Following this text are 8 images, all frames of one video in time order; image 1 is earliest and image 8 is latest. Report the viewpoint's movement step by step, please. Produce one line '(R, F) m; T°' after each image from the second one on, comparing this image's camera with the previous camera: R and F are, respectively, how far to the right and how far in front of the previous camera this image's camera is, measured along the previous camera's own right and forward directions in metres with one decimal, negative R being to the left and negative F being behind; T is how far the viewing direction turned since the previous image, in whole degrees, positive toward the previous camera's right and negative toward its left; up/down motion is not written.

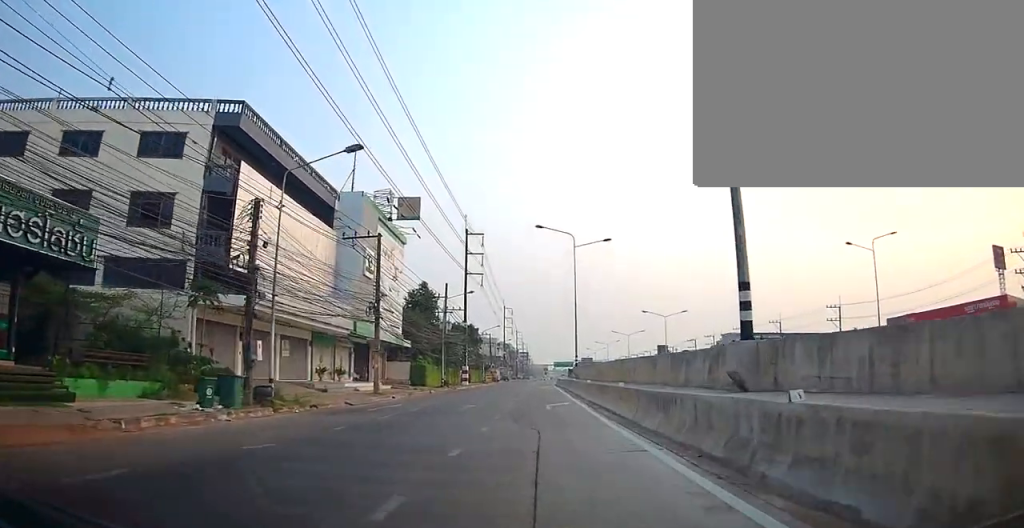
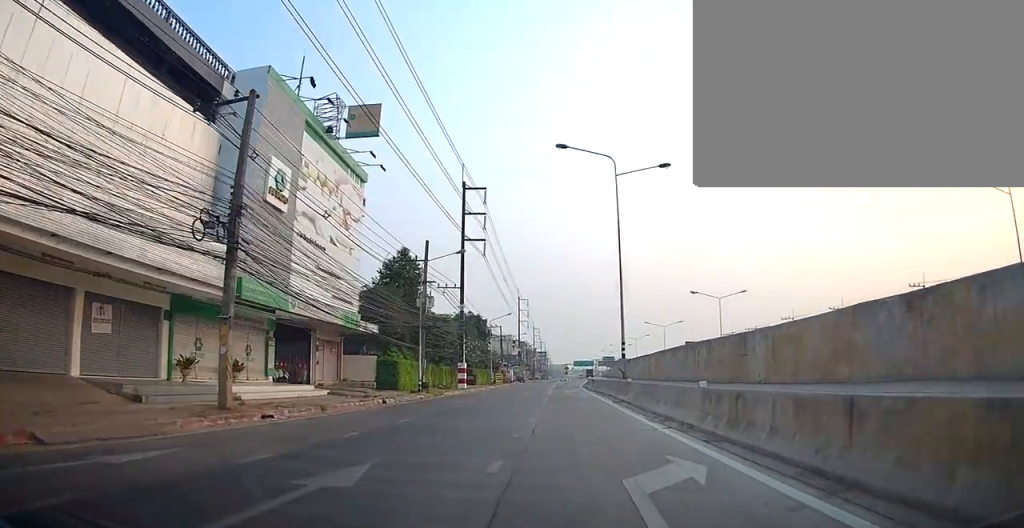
(-0.6, +17.3) m; -2°
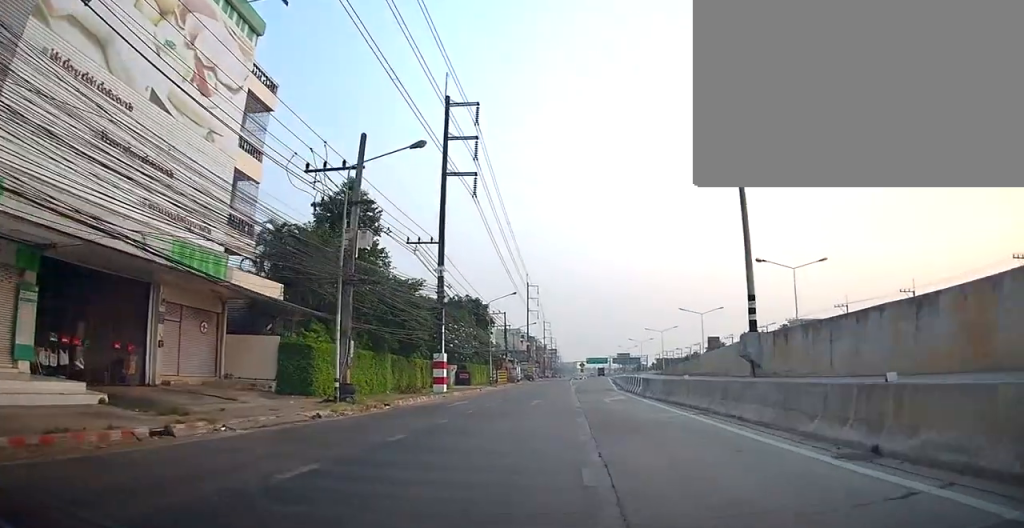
(0.0, +16.7) m; 0°
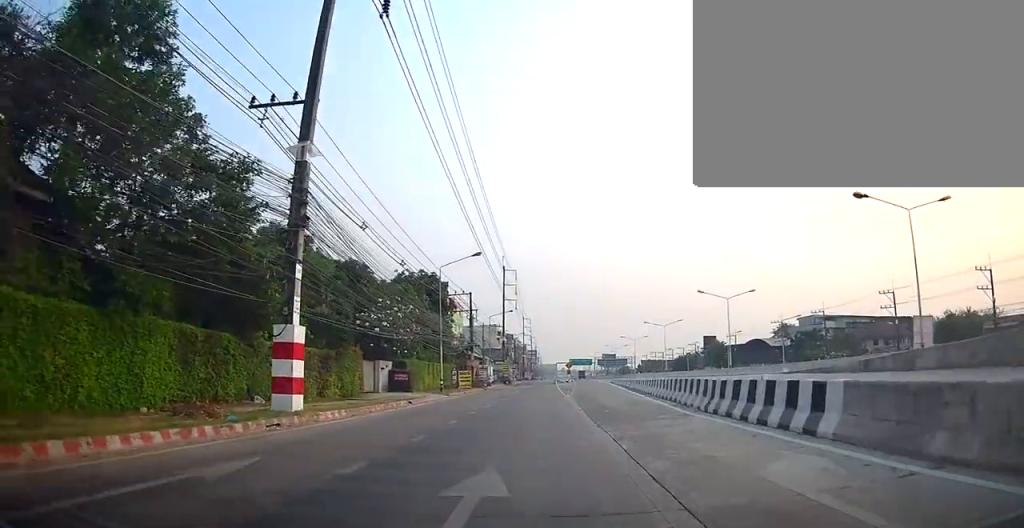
(-0.1, +18.7) m; 0°
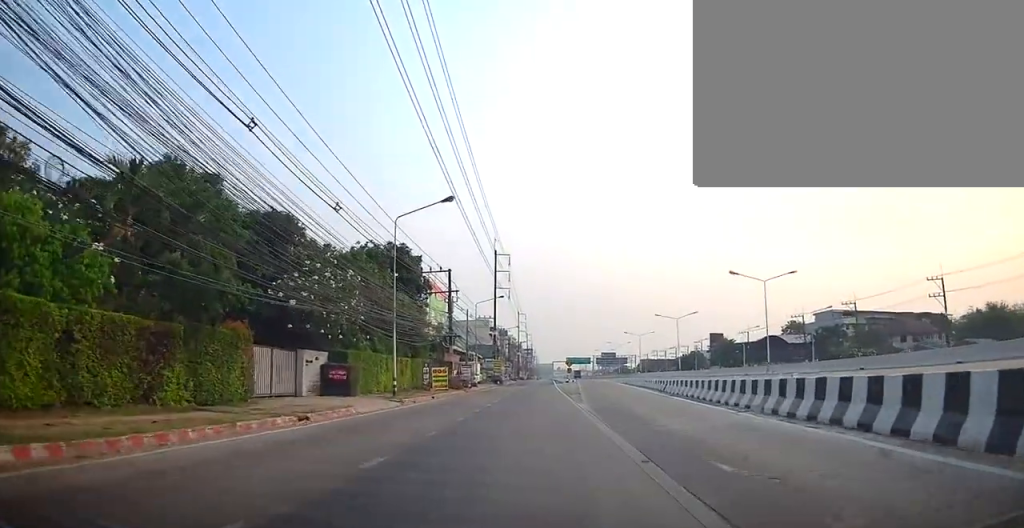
(0.0, +11.6) m; 0°
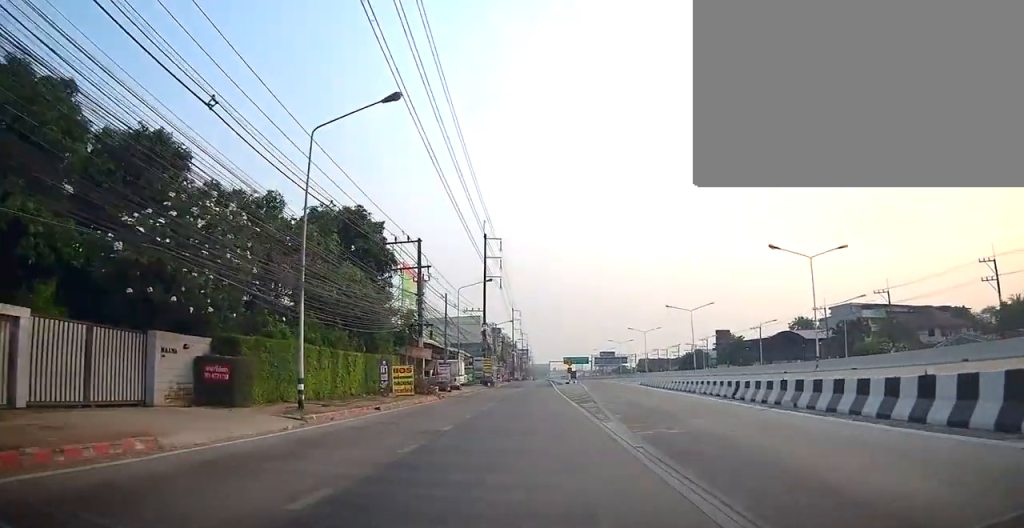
(0.0, +10.0) m; 0°
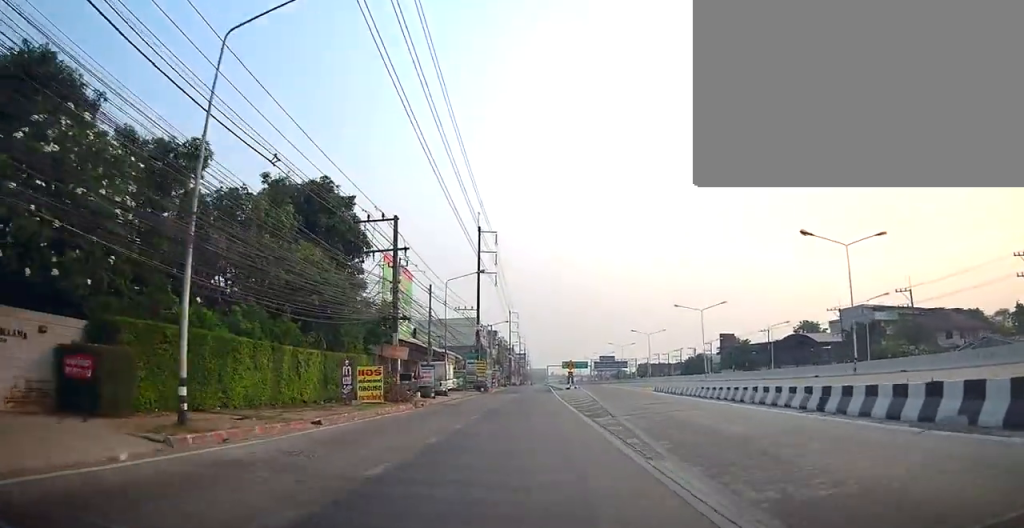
(0.0, +5.6) m; 0°
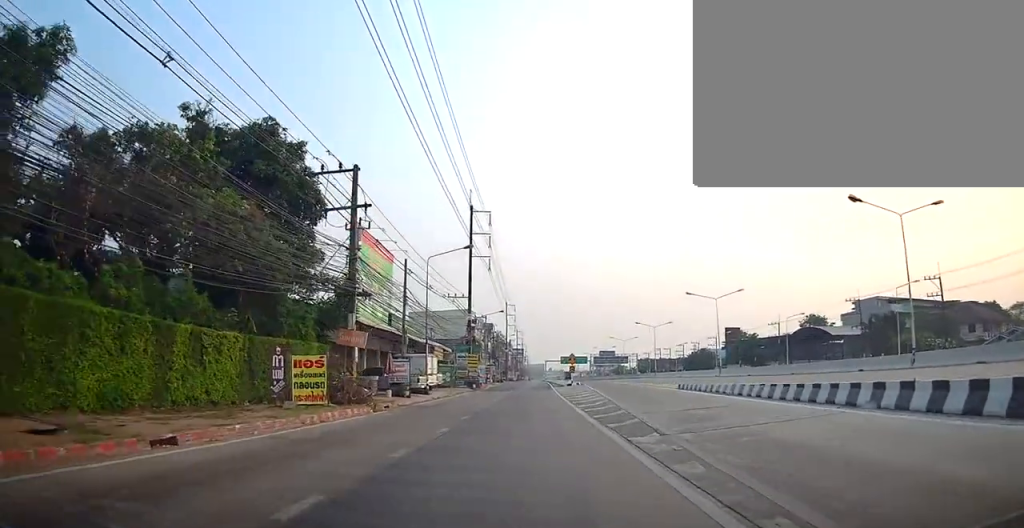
(0.0, +6.6) m; 0°
